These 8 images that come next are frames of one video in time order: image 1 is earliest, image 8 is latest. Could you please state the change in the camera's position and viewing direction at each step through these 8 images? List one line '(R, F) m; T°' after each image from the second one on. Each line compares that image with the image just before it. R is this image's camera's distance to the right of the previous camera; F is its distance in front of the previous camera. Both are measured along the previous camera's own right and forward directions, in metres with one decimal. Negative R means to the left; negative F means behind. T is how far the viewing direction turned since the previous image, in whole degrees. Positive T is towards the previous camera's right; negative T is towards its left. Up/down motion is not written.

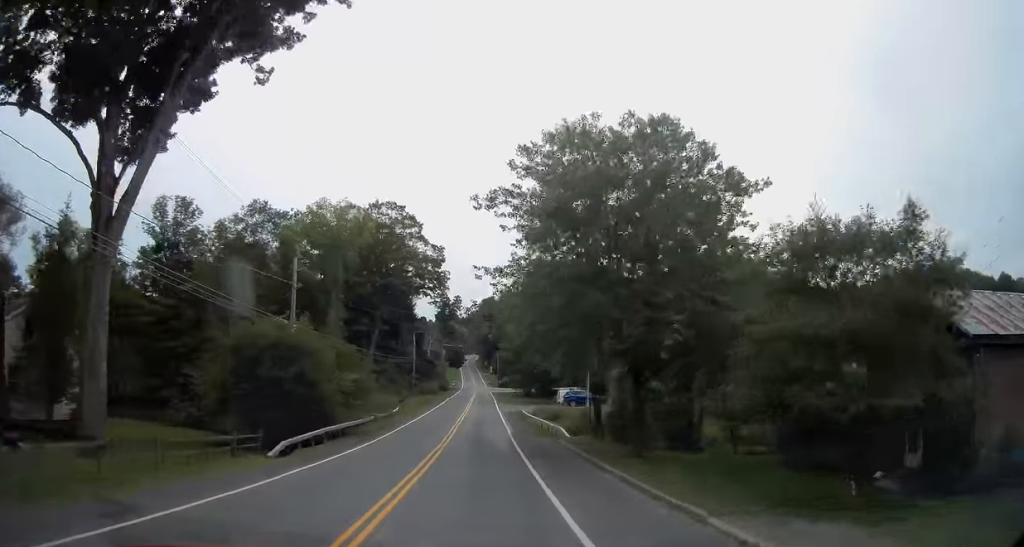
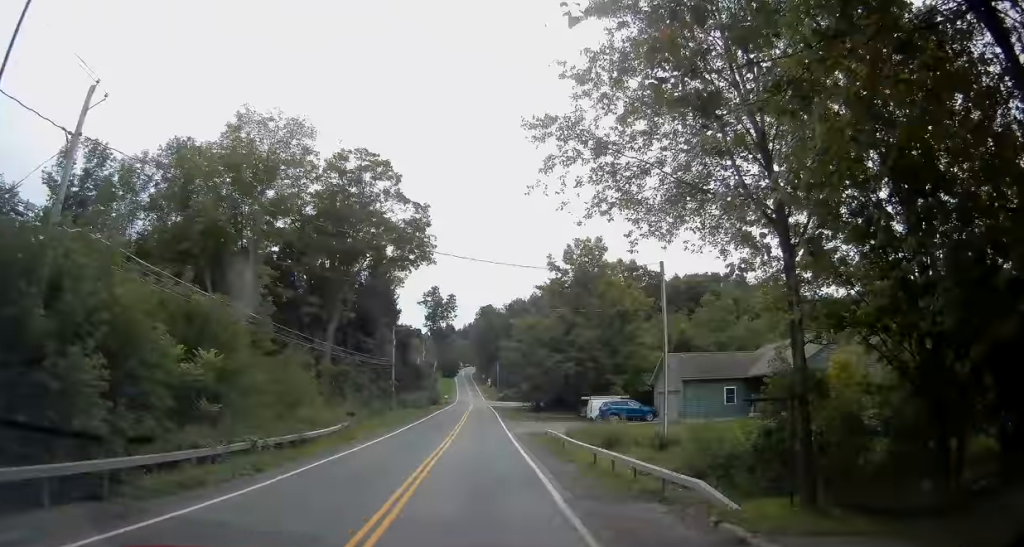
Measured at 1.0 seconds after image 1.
(+0.2, +20.6) m; 0°
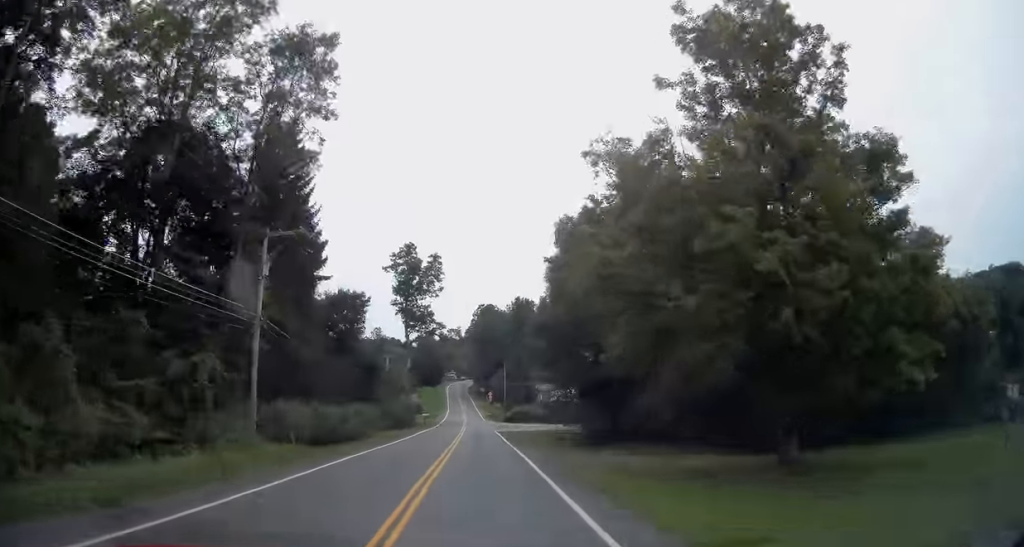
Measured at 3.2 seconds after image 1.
(-0.3, +46.4) m; 0°
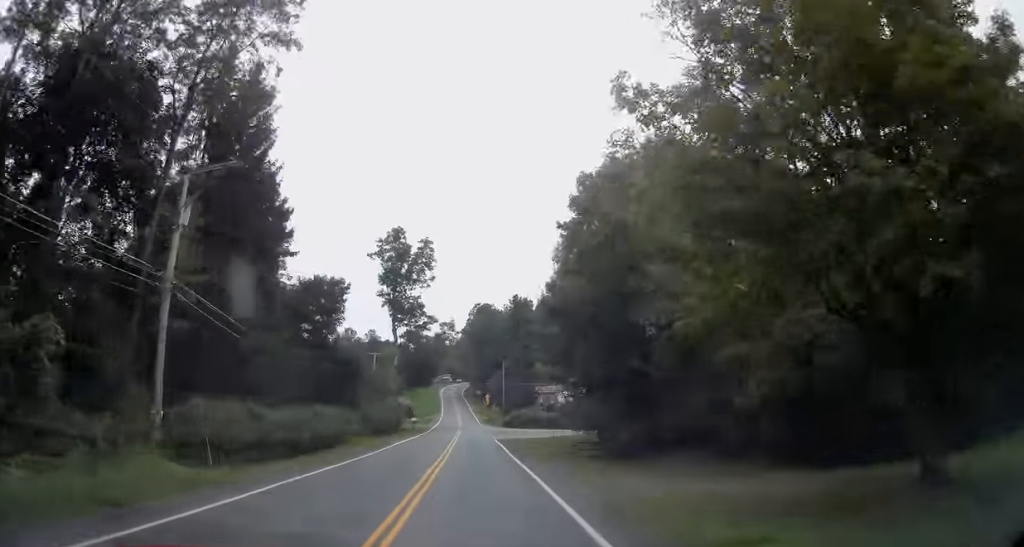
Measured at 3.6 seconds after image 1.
(0.0, +8.8) m; 0°
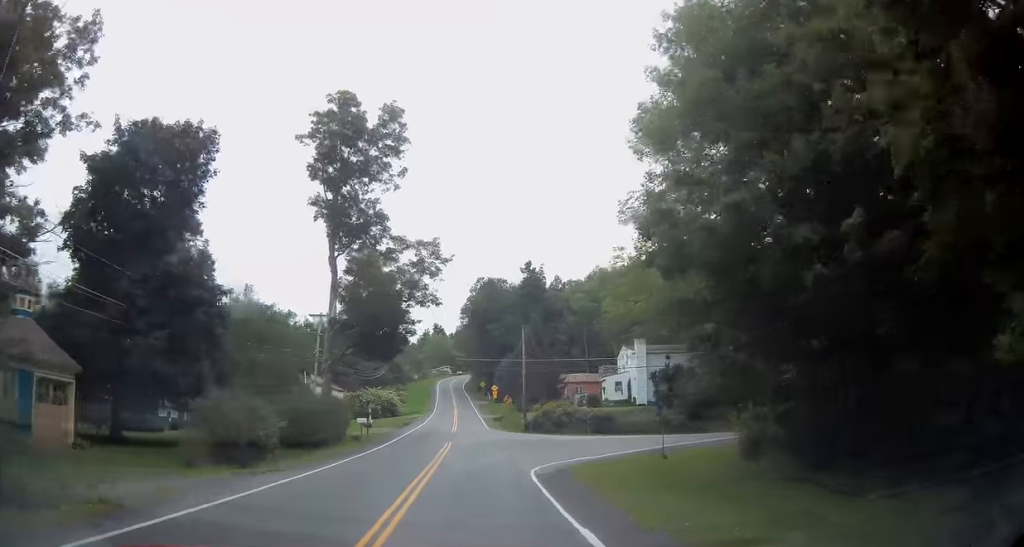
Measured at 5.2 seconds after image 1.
(+0.2, +32.0) m; -1°
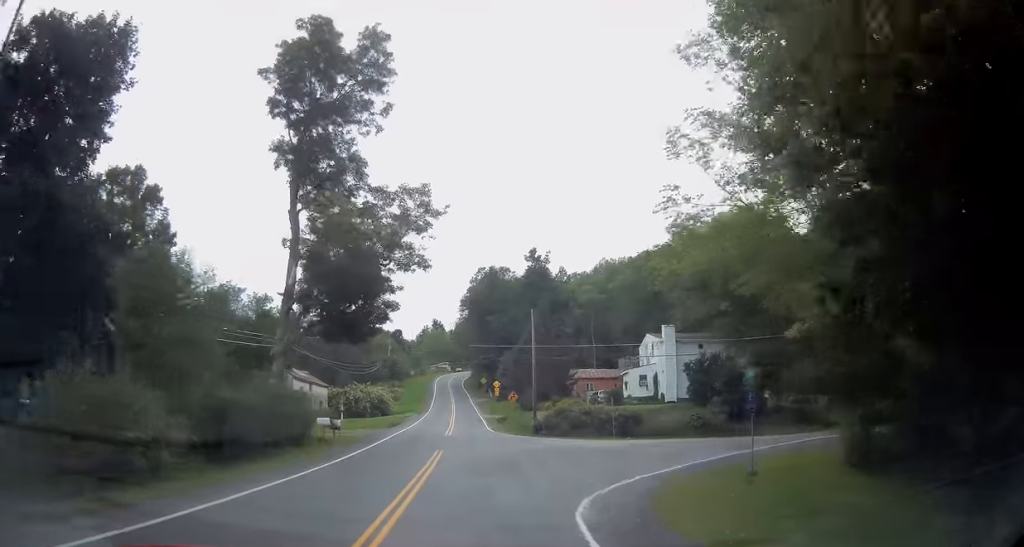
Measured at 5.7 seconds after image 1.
(-0.2, +8.8) m; 0°
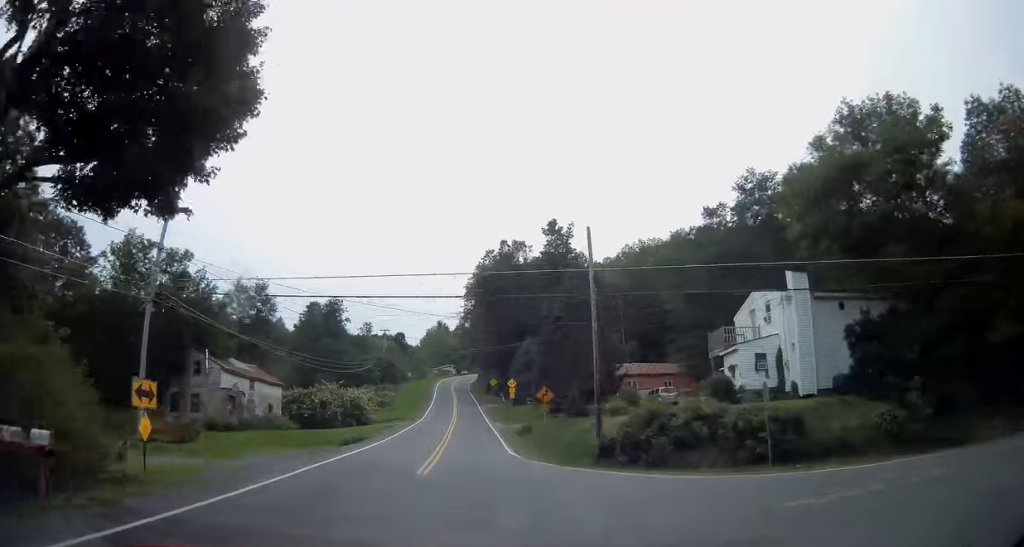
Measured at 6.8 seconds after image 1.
(-0.1, +20.7) m; 0°
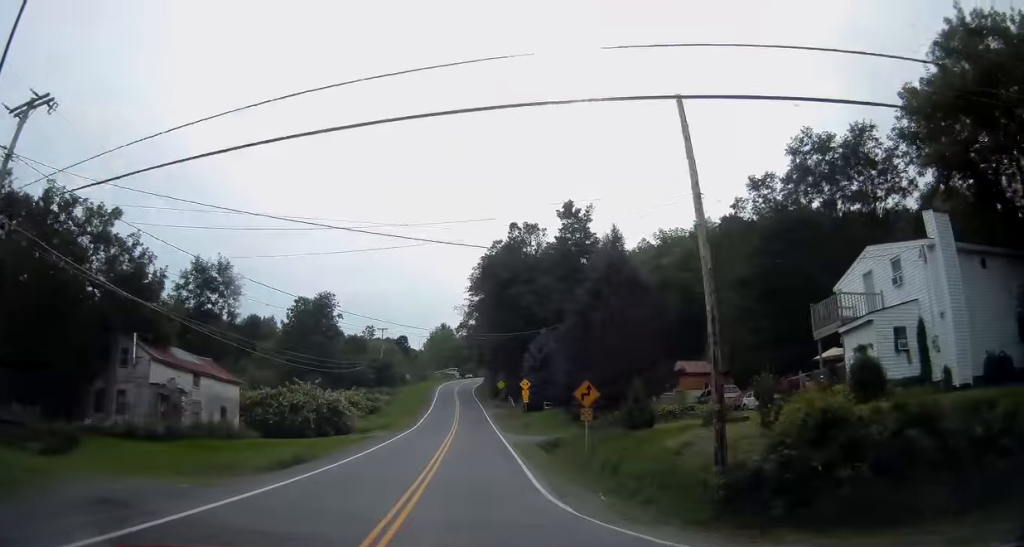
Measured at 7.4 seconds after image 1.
(+0.1, +11.3) m; 0°
